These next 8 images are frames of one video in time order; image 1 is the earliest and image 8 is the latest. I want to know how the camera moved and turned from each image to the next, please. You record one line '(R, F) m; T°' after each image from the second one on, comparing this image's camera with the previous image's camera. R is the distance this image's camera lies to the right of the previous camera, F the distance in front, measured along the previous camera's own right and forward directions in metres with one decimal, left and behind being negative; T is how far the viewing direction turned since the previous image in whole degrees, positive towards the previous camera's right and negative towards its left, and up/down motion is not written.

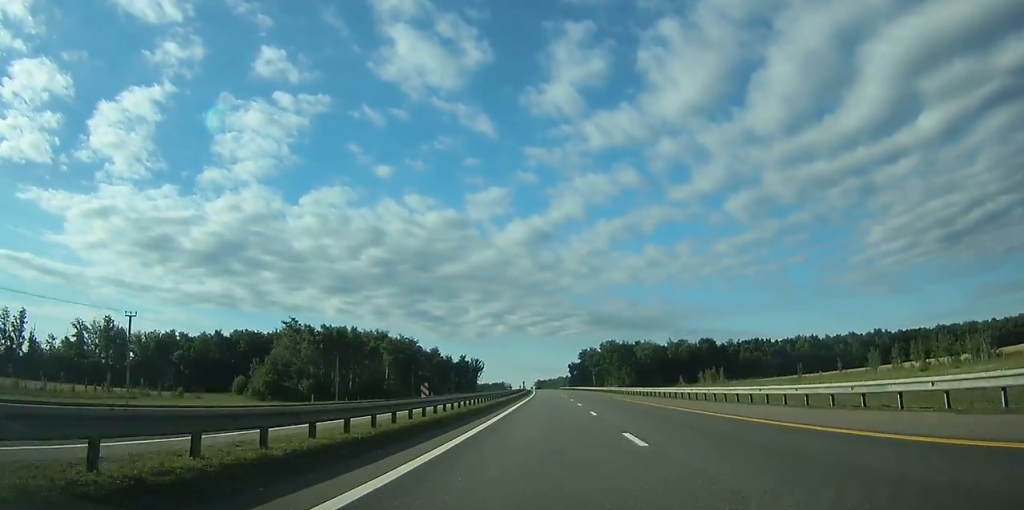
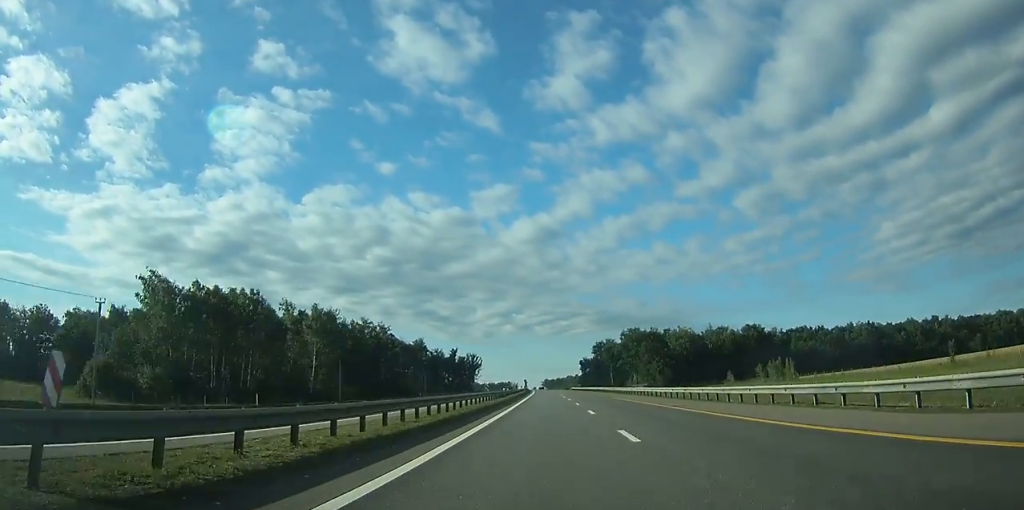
(-0.1, +60.3) m; -1°
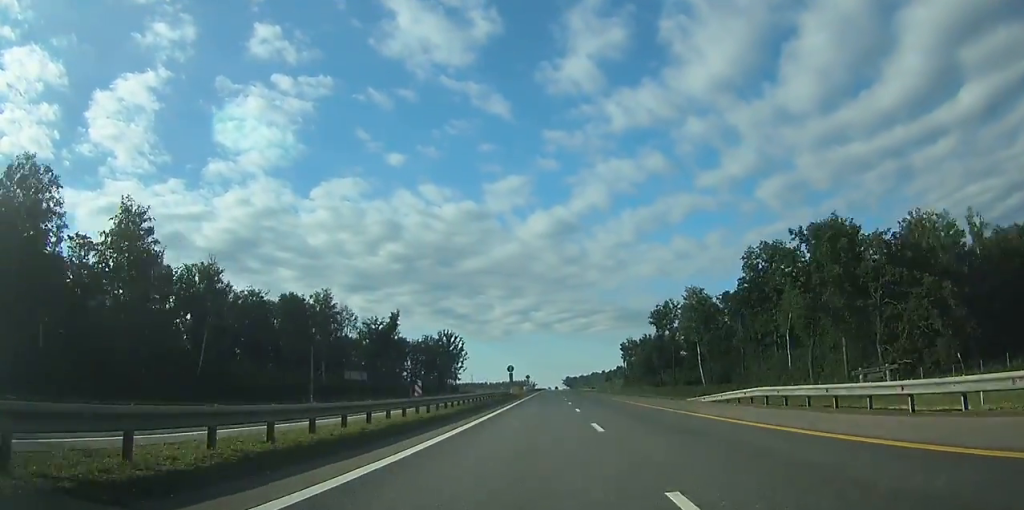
(-2.4, +136.6) m; -1°
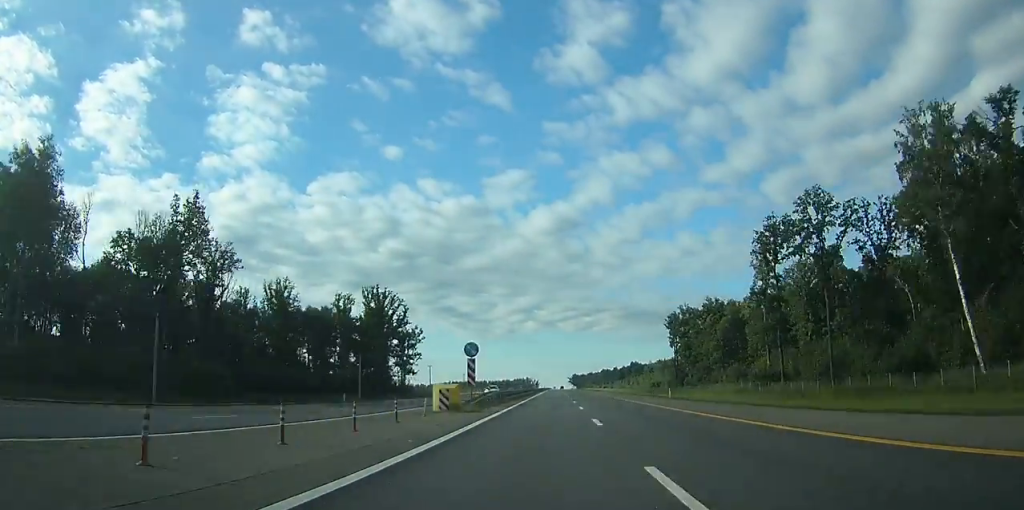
(-0.5, +87.3) m; 0°
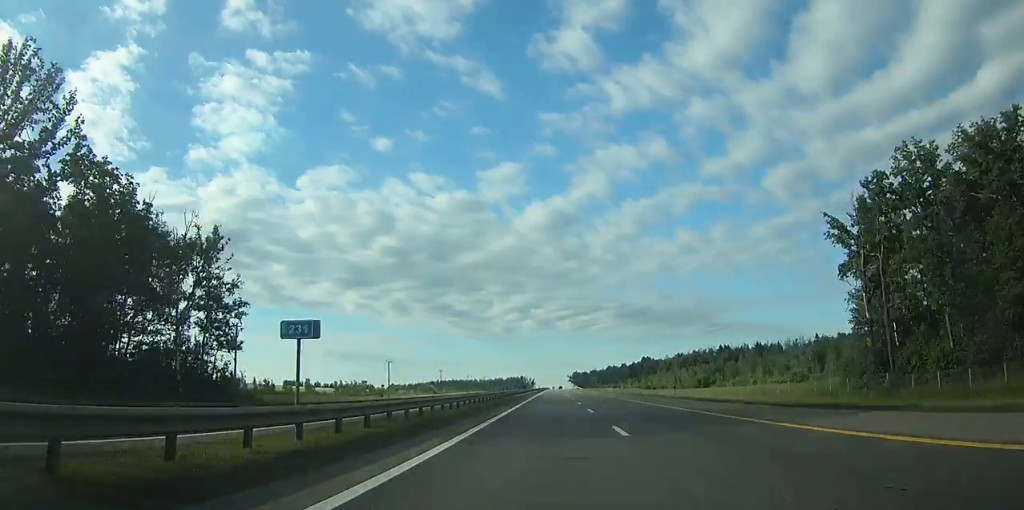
(0.0, +94.9) m; 0°
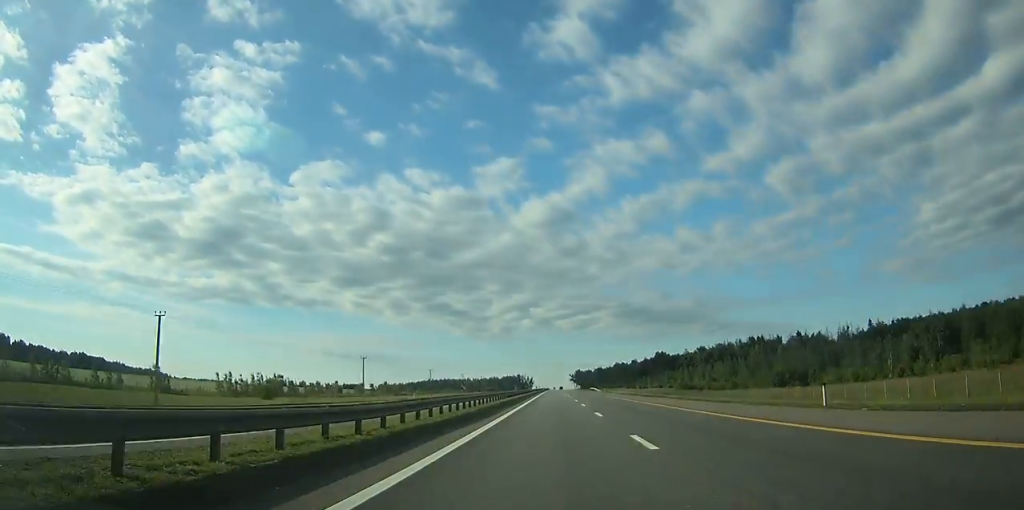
(0.0, +72.0) m; 0°
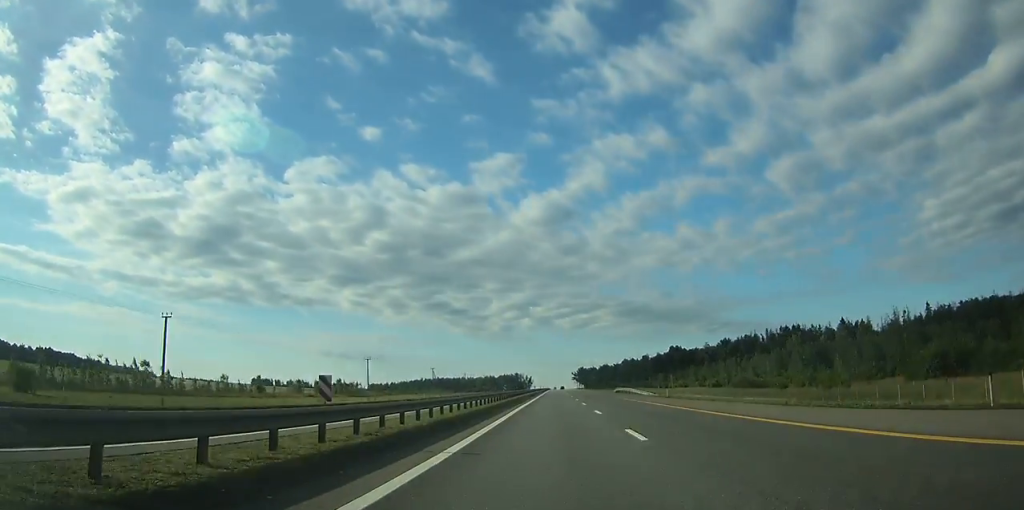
(+0.1, +58.8) m; 0°
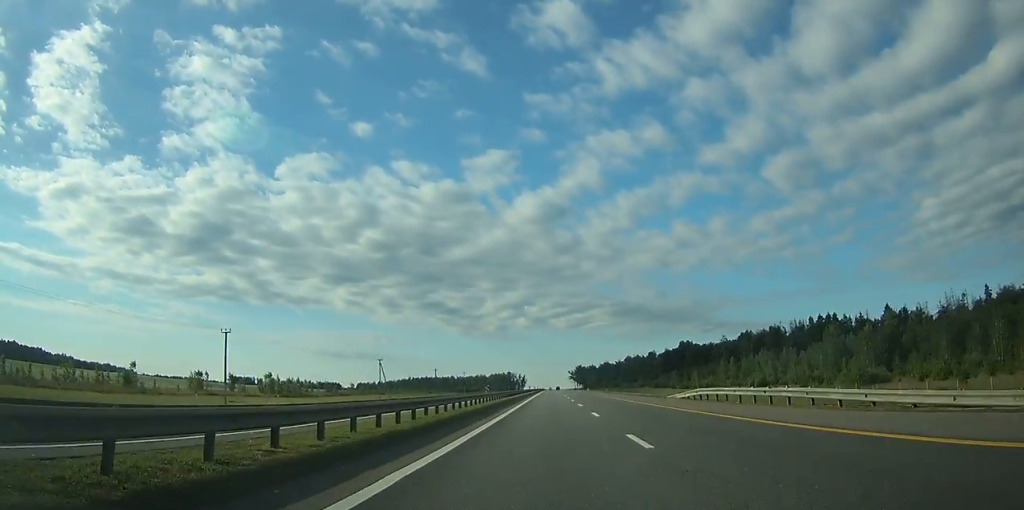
(0.0, +48.6) m; 0°
